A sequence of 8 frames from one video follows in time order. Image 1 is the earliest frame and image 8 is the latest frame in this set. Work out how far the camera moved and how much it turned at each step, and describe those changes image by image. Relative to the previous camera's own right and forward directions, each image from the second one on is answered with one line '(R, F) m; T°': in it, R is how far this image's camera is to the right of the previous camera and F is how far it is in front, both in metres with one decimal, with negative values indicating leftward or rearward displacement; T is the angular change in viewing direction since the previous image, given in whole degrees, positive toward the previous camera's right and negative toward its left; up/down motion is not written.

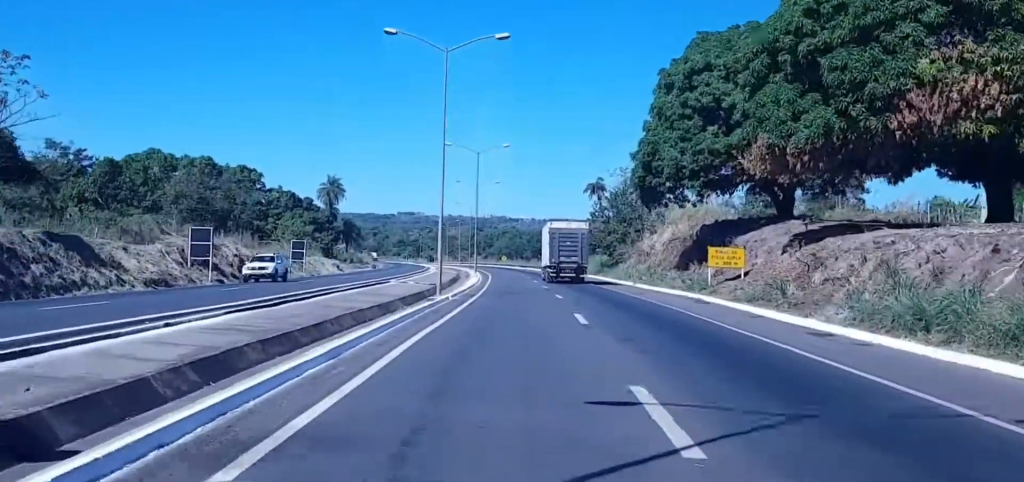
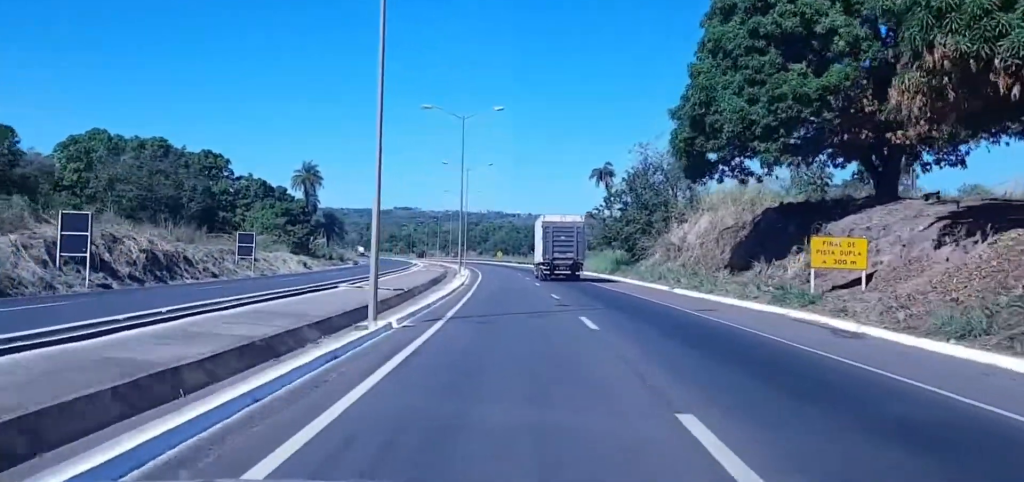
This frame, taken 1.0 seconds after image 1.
(+0.3, +17.0) m; +3°
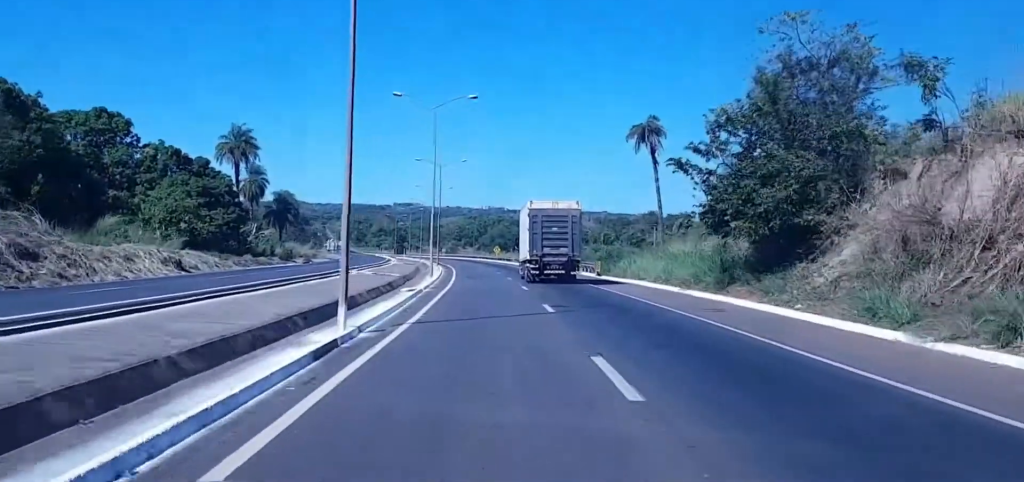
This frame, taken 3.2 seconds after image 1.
(+3.1, +41.1) m; +5°
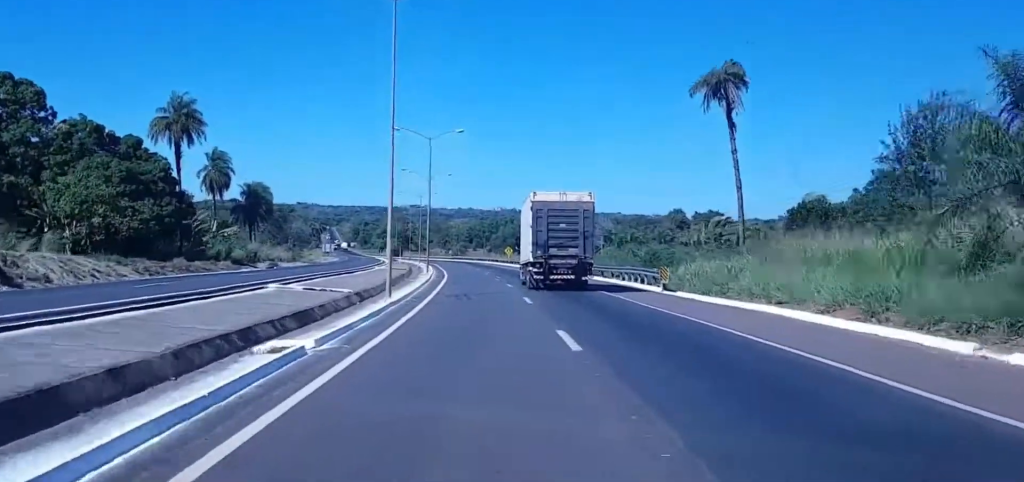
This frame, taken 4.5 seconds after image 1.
(-0.8, +25.9) m; -2°
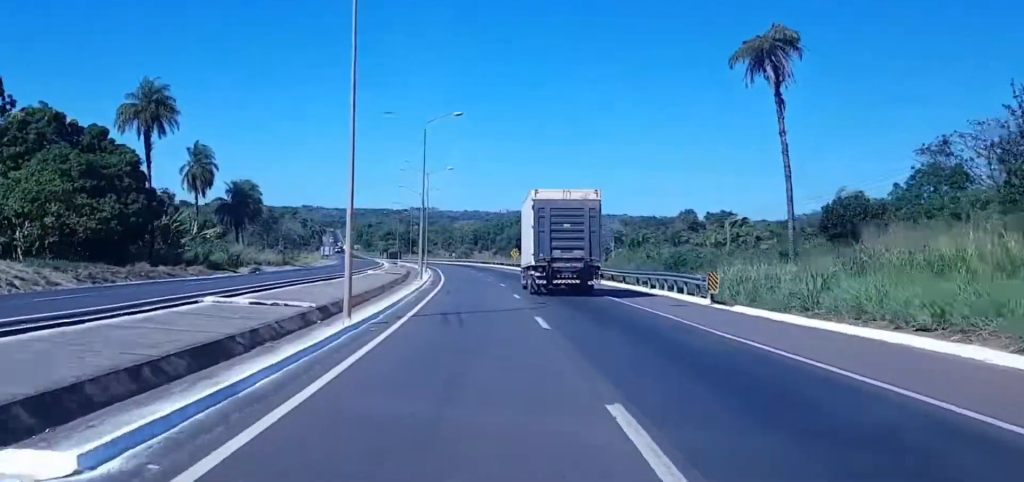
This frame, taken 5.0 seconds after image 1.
(+0.1, +9.6) m; 0°
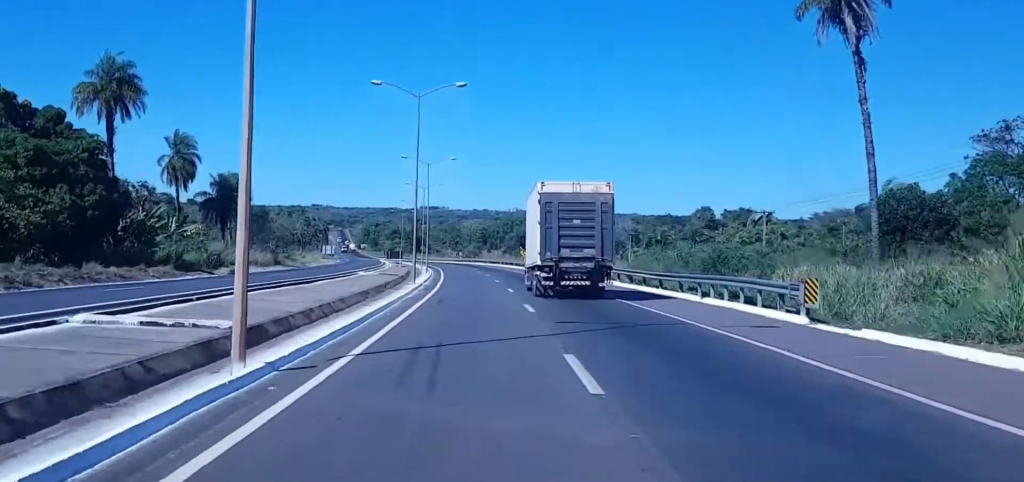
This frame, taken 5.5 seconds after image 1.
(-0.1, +10.6) m; -1°
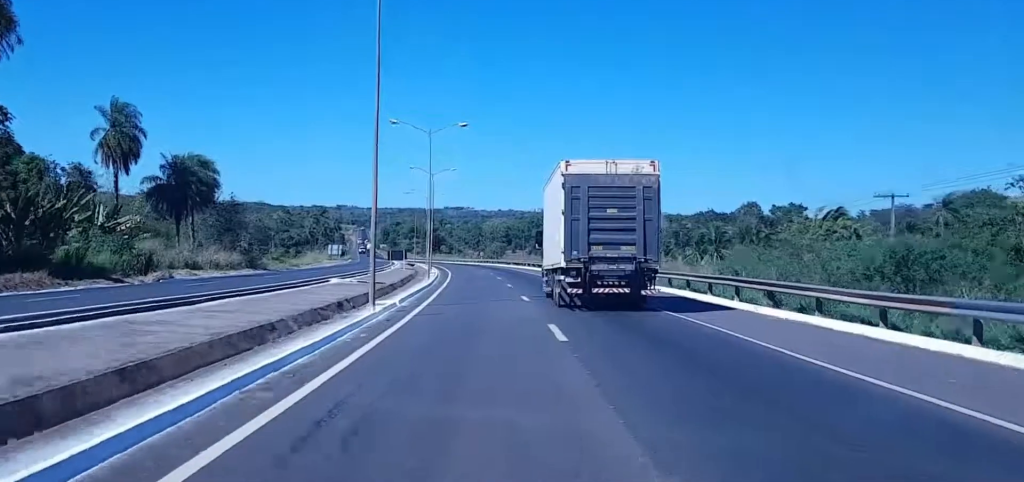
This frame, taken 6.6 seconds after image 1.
(-0.9, +24.5) m; -3°
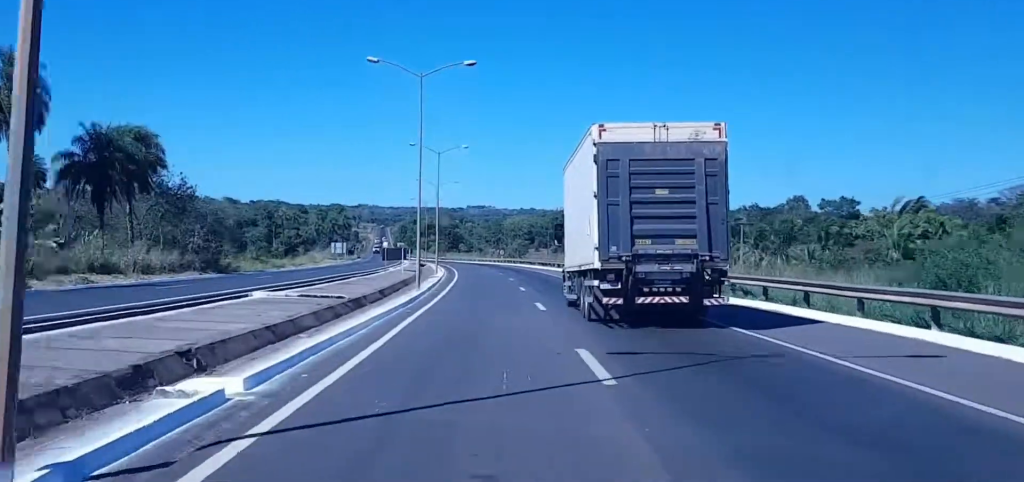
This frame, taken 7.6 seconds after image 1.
(-0.3, +22.2) m; -2°
